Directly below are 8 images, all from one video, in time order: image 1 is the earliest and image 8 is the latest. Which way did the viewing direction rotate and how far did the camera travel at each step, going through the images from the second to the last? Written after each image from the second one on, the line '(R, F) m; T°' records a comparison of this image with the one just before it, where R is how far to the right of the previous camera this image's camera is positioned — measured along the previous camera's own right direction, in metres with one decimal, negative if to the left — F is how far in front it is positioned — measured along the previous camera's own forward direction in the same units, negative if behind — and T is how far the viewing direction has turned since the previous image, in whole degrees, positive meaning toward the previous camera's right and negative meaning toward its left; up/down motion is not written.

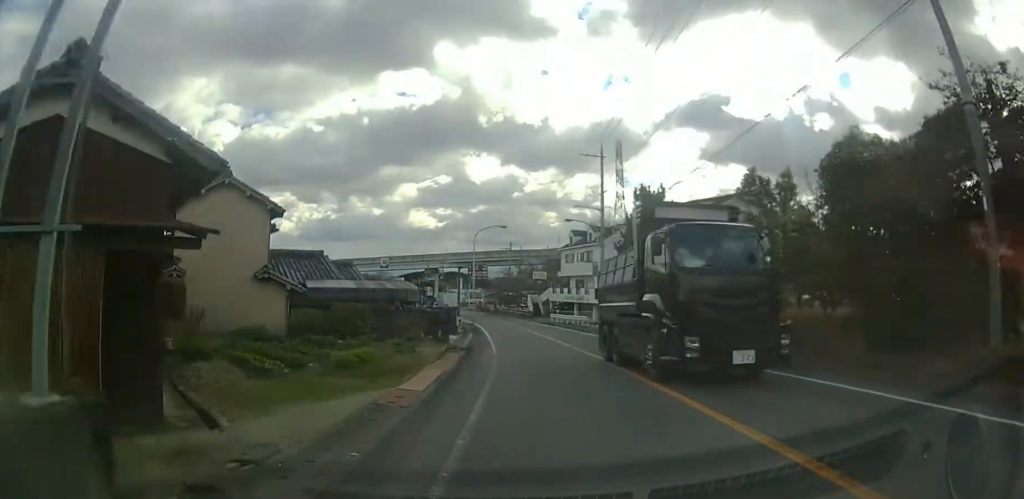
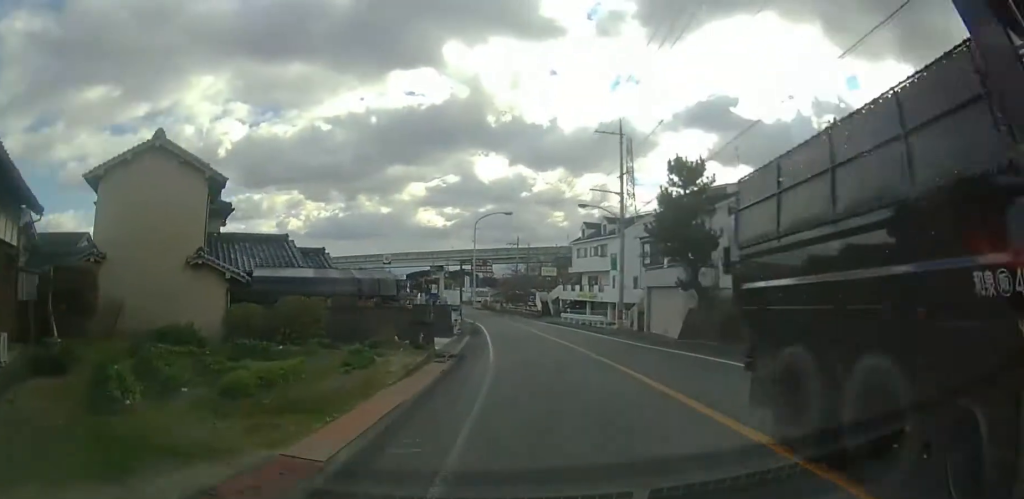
(-0.3, +5.4) m; -1°
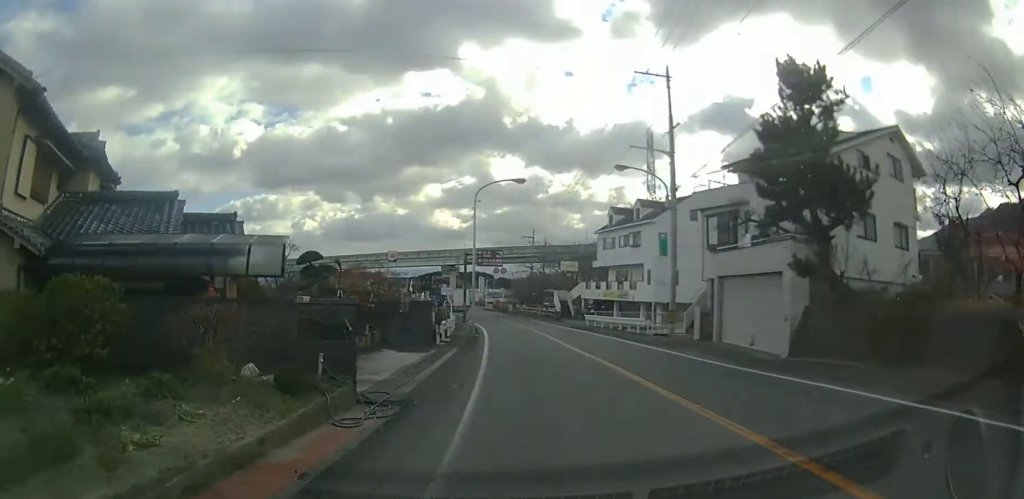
(-0.2, +9.1) m; -2°
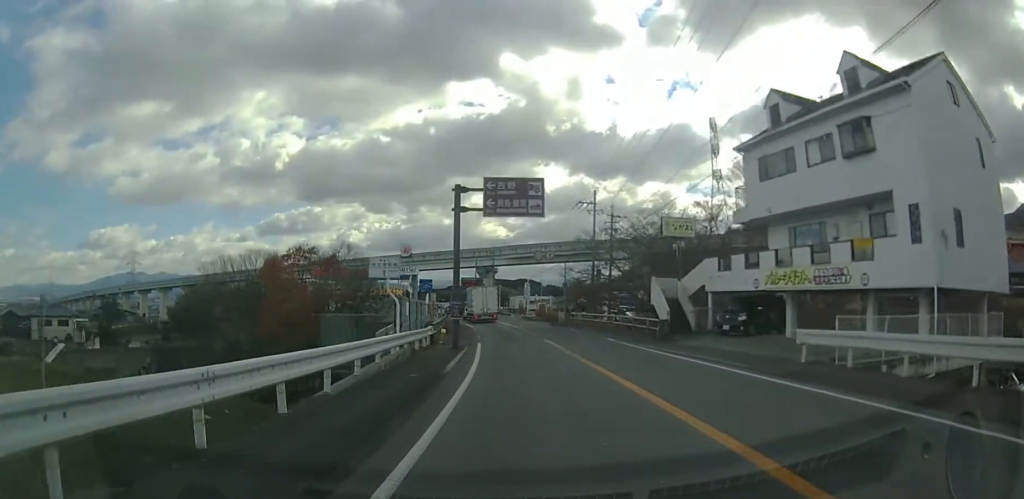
(-1.1, +28.2) m; -4°
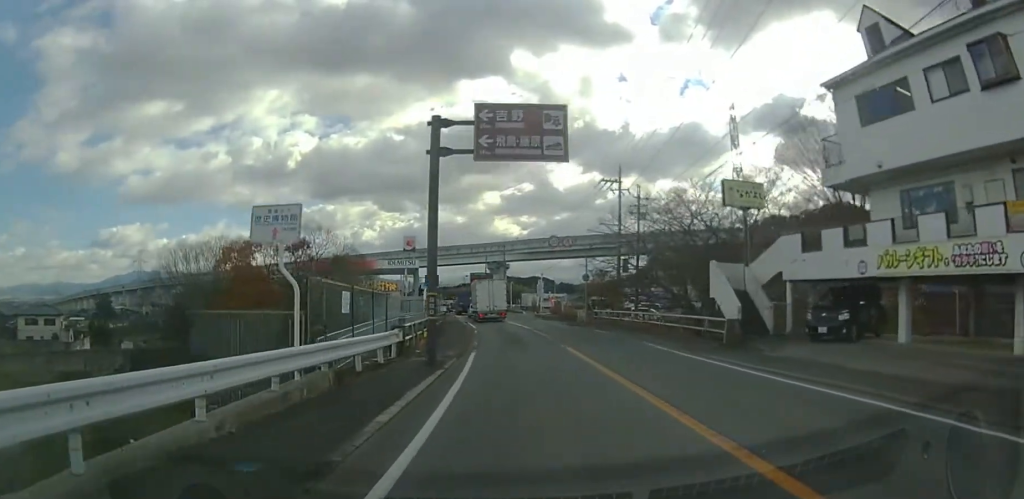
(0.0, +8.5) m; -1°
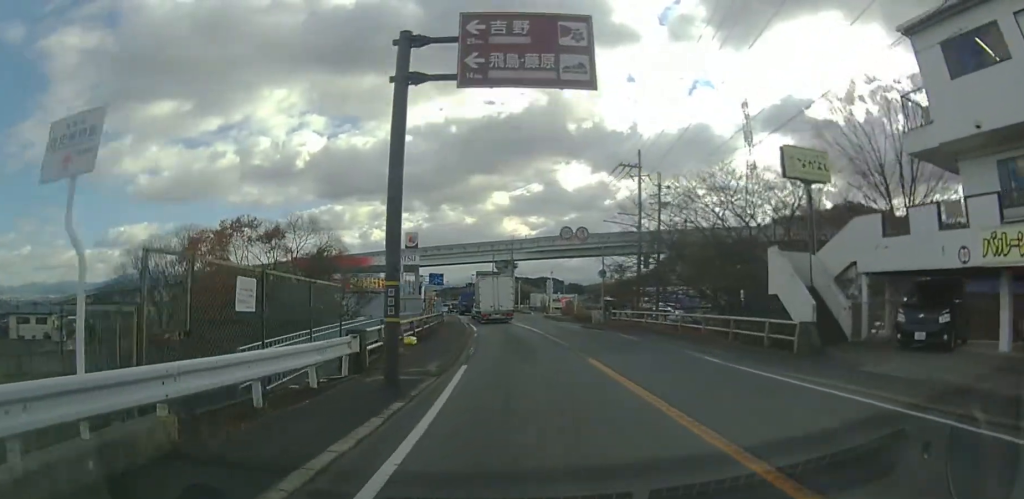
(+0.1, +5.1) m; -1°
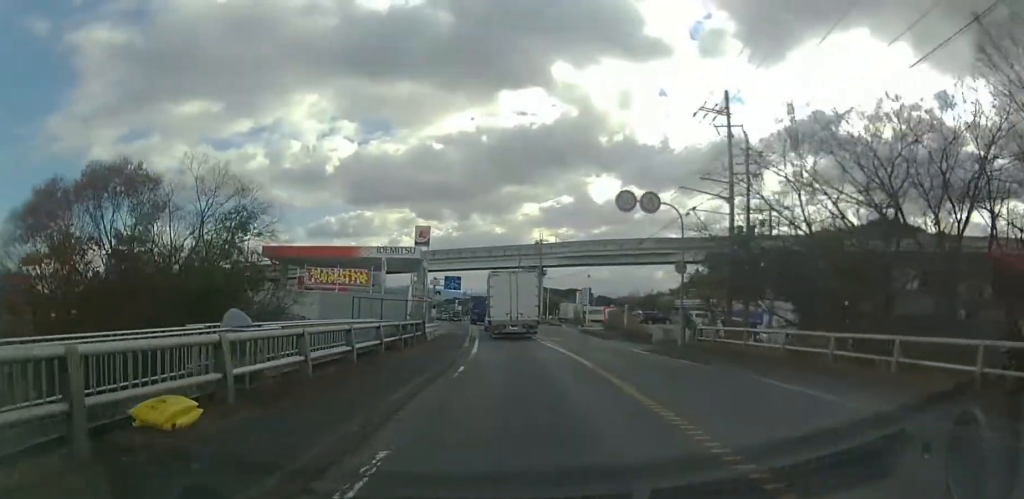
(-0.7, +14.6) m; -5°
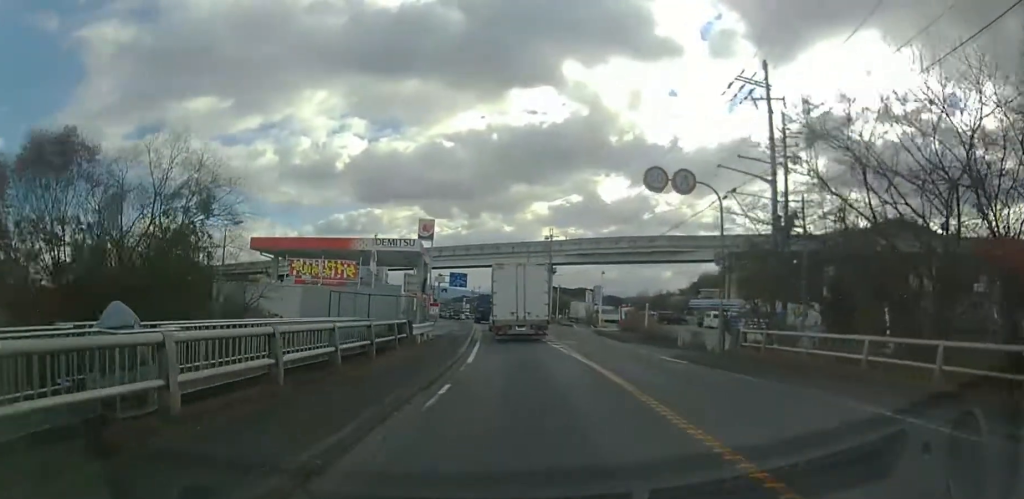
(-0.1, +4.2) m; -1°
